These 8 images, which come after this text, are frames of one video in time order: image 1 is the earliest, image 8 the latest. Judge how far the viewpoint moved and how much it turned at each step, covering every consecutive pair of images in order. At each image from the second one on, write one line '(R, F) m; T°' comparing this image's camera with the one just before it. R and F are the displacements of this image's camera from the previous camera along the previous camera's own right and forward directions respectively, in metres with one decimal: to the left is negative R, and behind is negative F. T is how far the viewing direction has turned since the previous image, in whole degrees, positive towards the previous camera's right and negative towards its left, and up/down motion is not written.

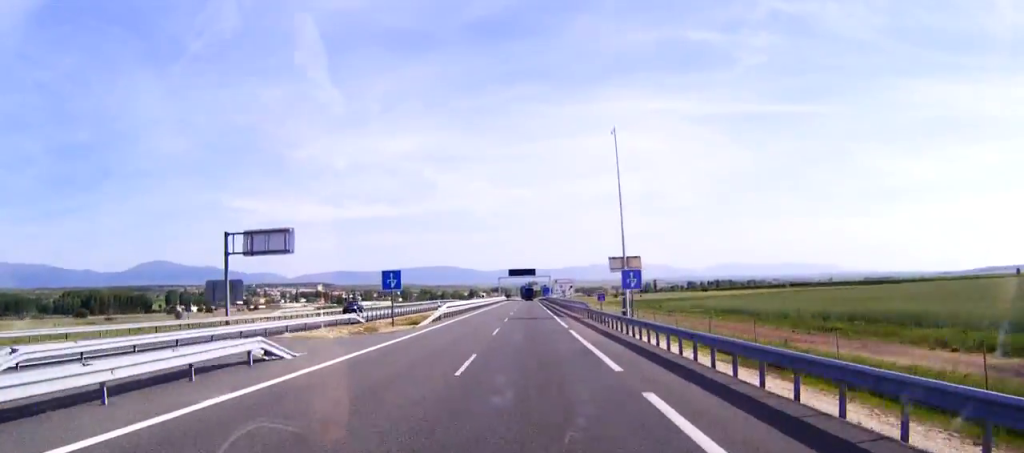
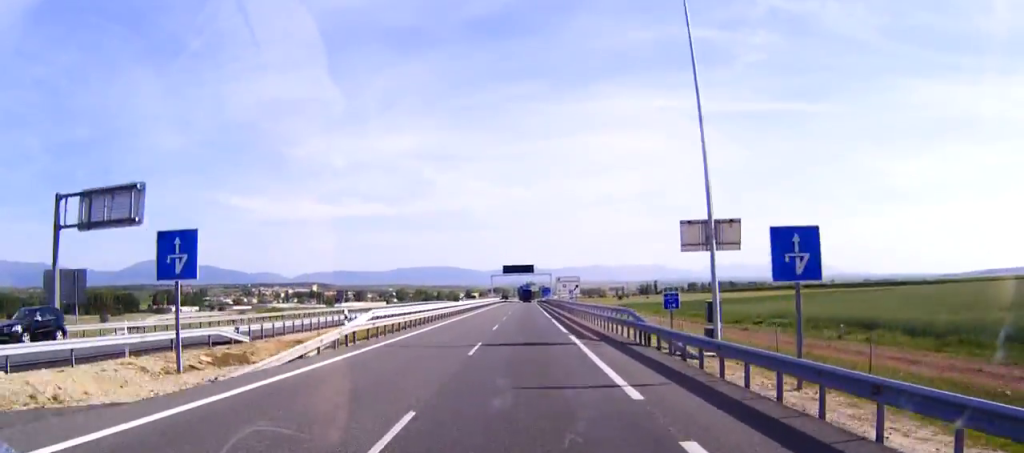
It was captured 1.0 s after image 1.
(0.0, +27.8) m; 0°
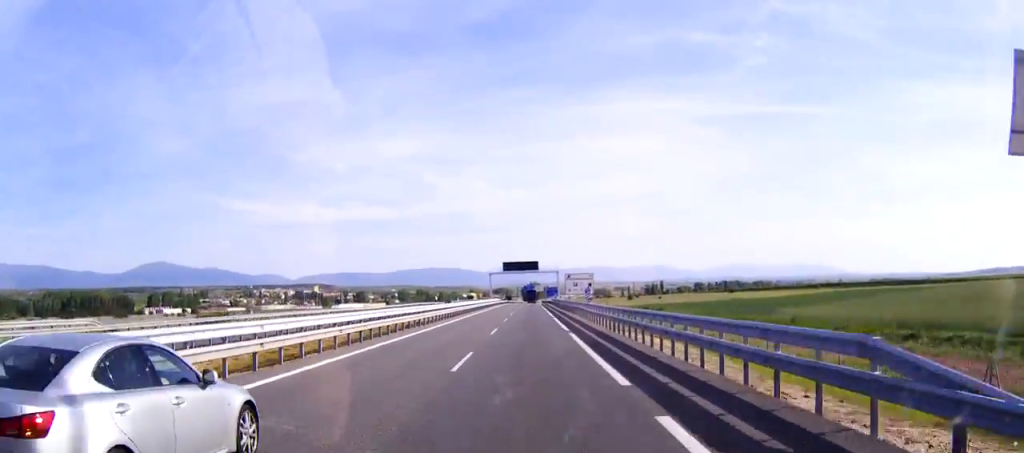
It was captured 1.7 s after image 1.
(0.0, +22.0) m; 0°
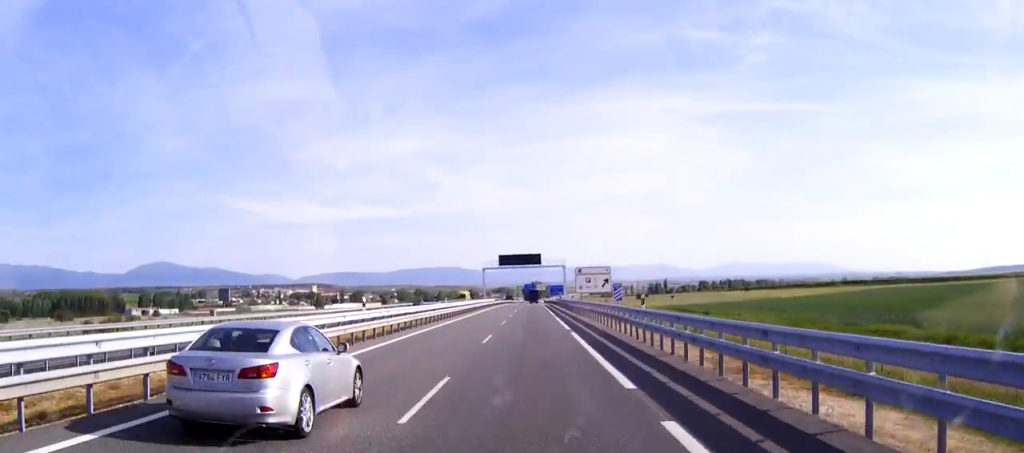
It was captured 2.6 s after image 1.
(0.0, +23.9) m; 0°
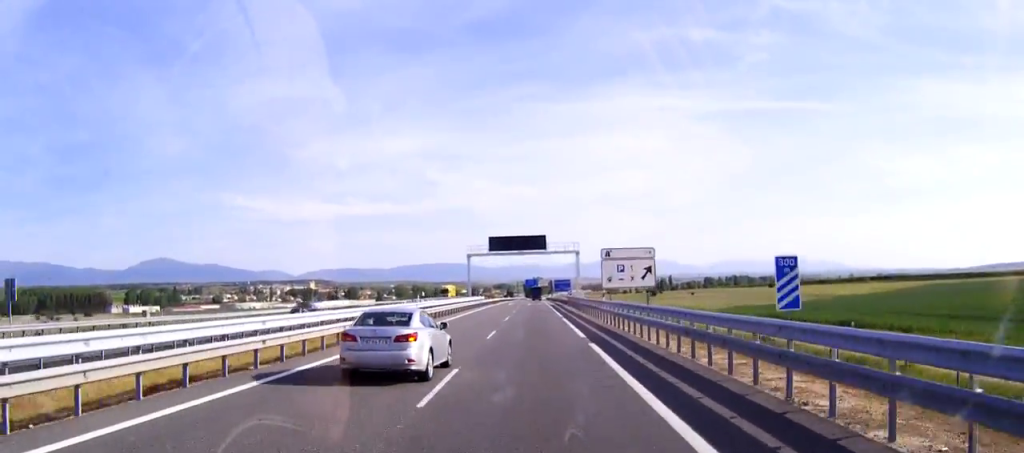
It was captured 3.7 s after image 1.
(-0.1, +32.7) m; 0°
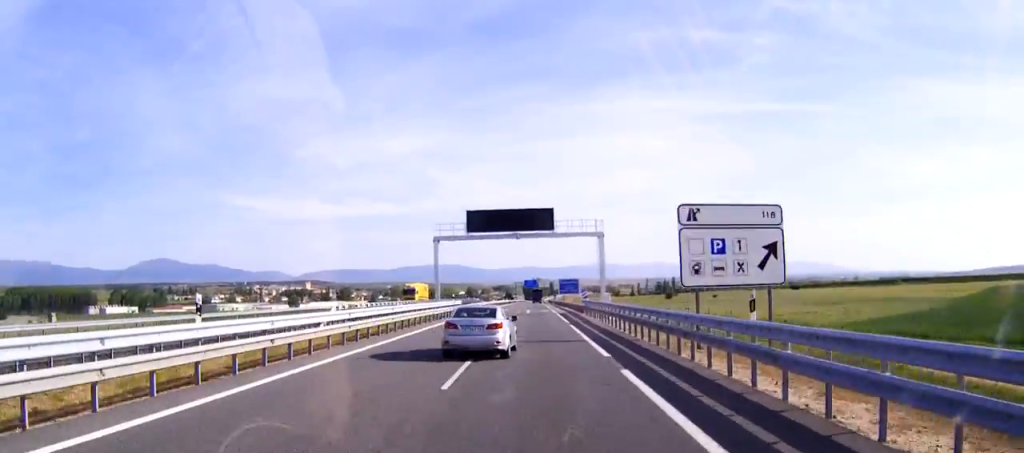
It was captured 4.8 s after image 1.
(-0.1, +31.7) m; 0°
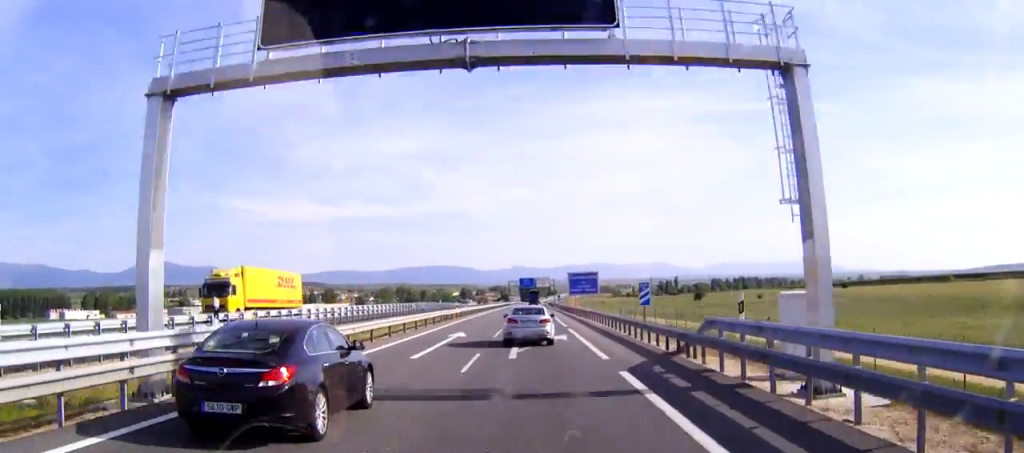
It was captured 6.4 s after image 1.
(+0.1, +47.0) m; 0°
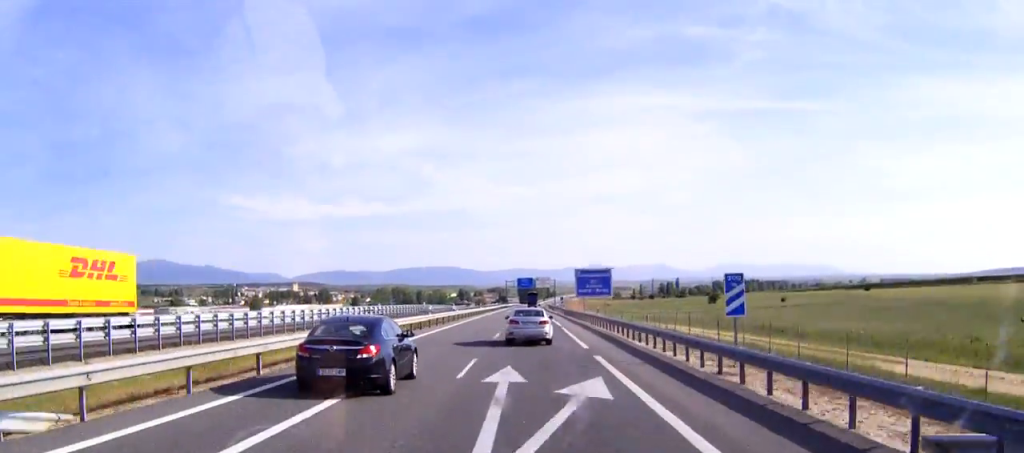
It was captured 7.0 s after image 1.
(0.0, +17.2) m; 0°
